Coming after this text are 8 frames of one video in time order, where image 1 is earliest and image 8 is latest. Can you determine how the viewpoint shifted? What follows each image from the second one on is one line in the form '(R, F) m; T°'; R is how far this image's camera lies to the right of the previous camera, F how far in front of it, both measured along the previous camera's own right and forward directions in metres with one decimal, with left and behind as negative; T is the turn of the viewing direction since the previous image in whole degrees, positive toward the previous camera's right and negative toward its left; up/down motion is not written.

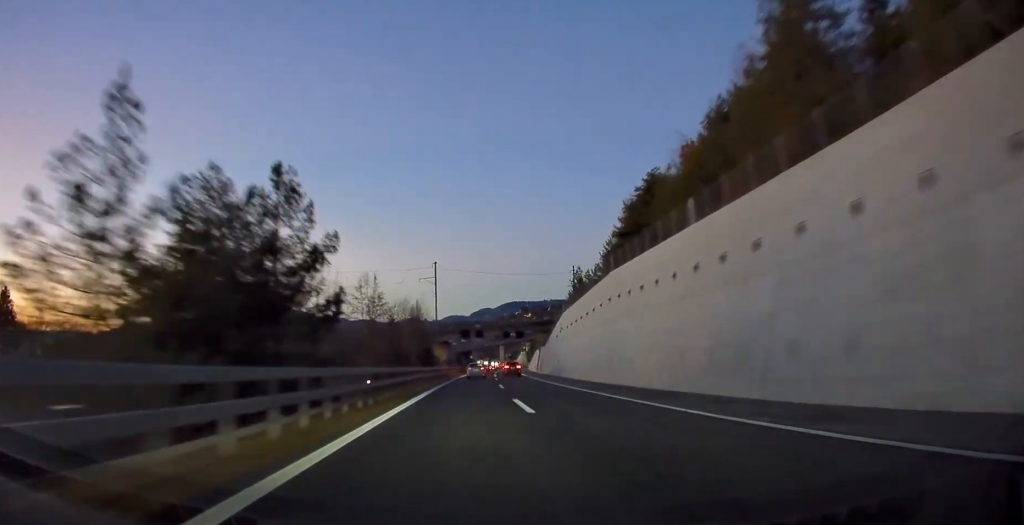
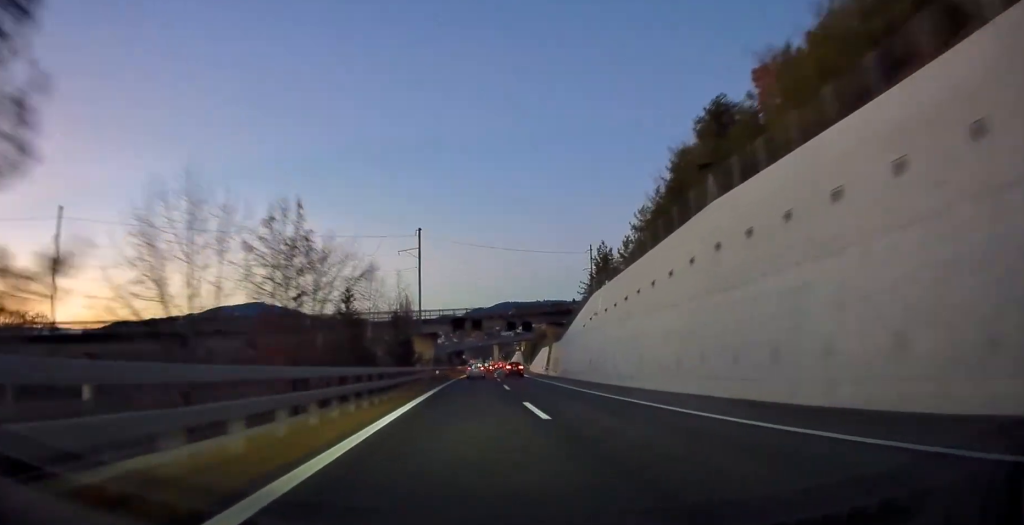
(0.0, +20.6) m; +1°
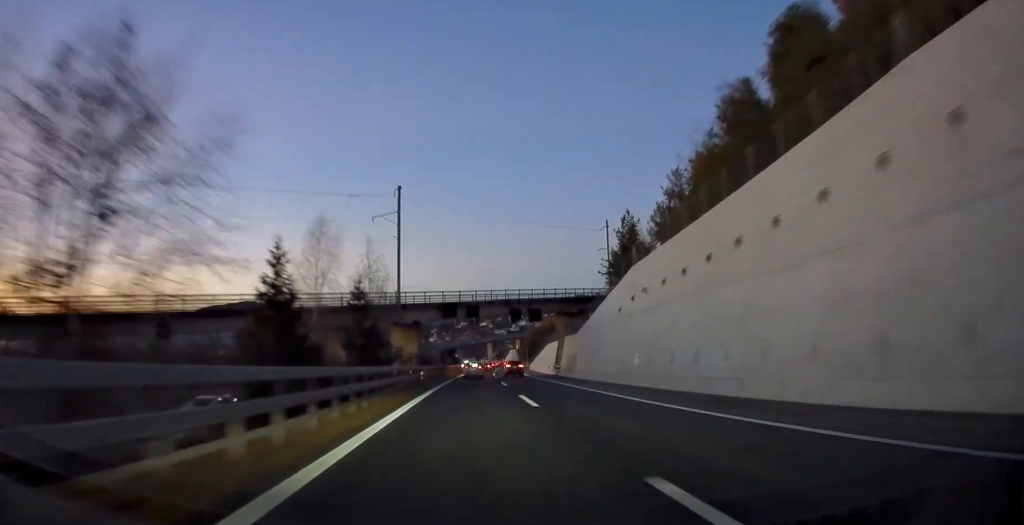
(+0.2, +14.0) m; +1°
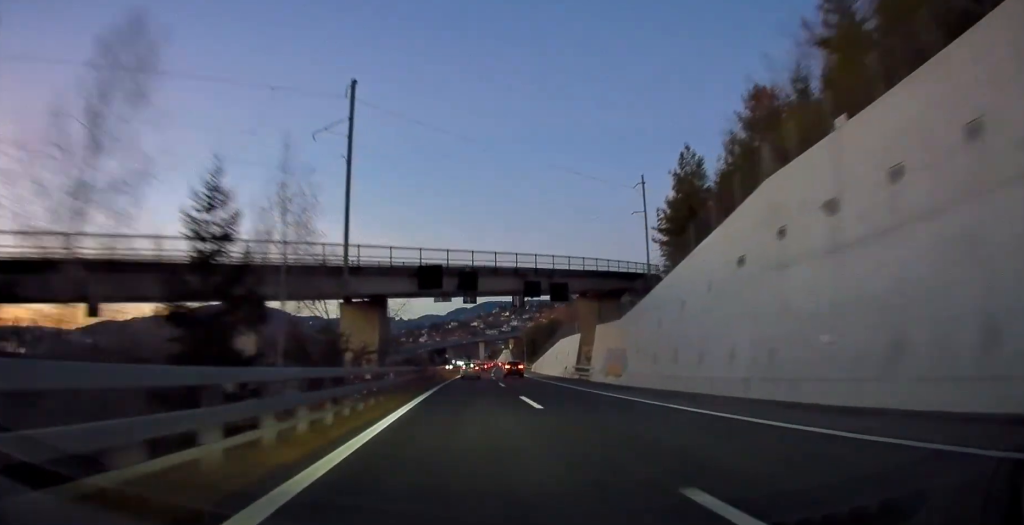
(+0.1, +19.4) m; +1°
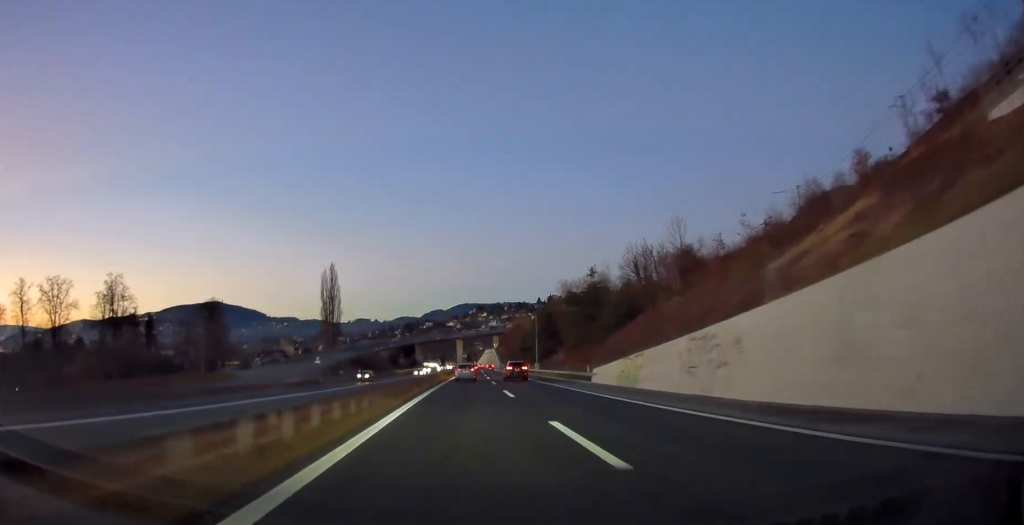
(+1.5, +65.4) m; +3°
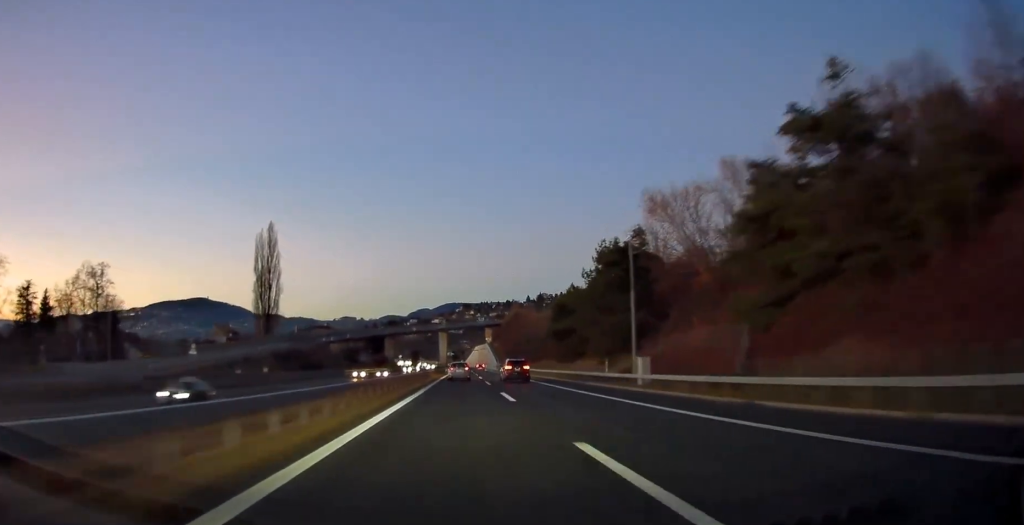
(+0.9, +57.9) m; +1°
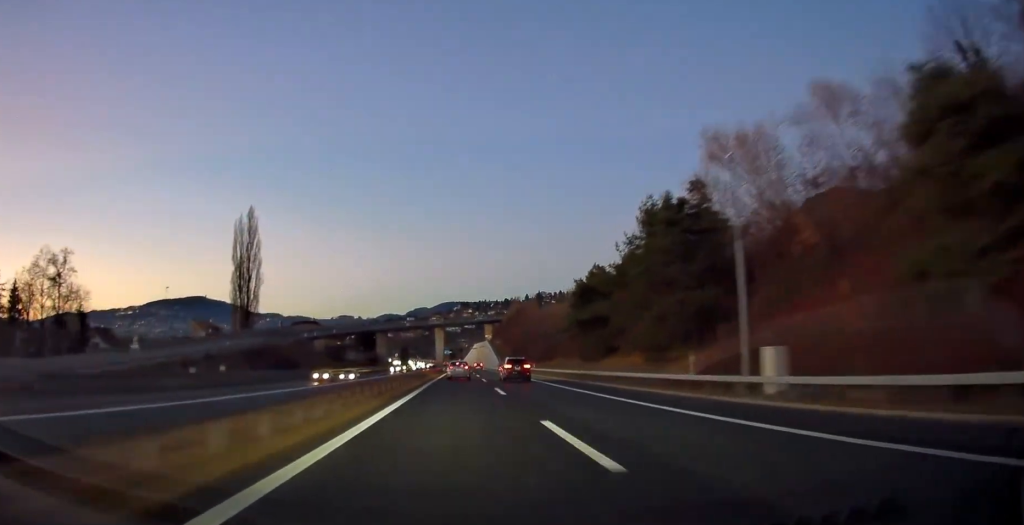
(0.0, +15.2) m; 0°
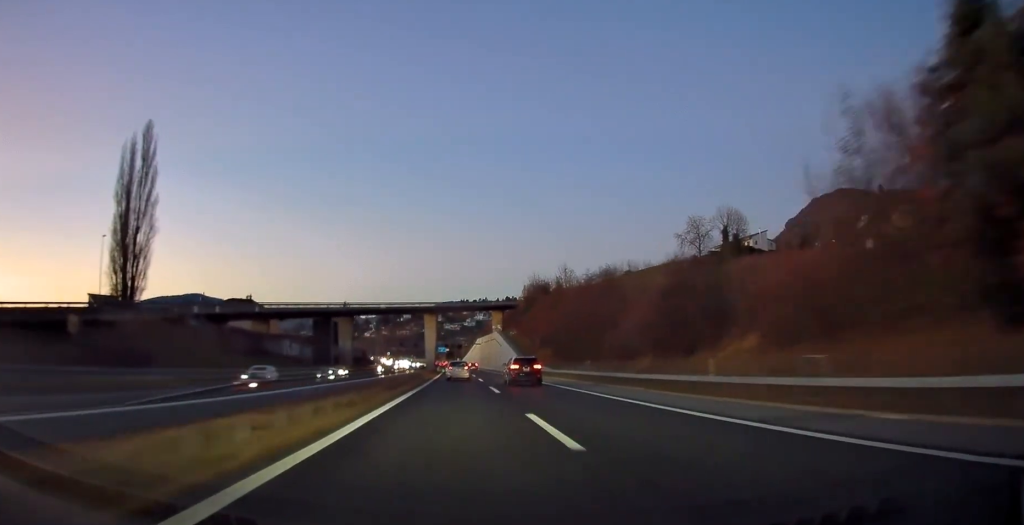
(+0.1, +52.8) m; 0°
